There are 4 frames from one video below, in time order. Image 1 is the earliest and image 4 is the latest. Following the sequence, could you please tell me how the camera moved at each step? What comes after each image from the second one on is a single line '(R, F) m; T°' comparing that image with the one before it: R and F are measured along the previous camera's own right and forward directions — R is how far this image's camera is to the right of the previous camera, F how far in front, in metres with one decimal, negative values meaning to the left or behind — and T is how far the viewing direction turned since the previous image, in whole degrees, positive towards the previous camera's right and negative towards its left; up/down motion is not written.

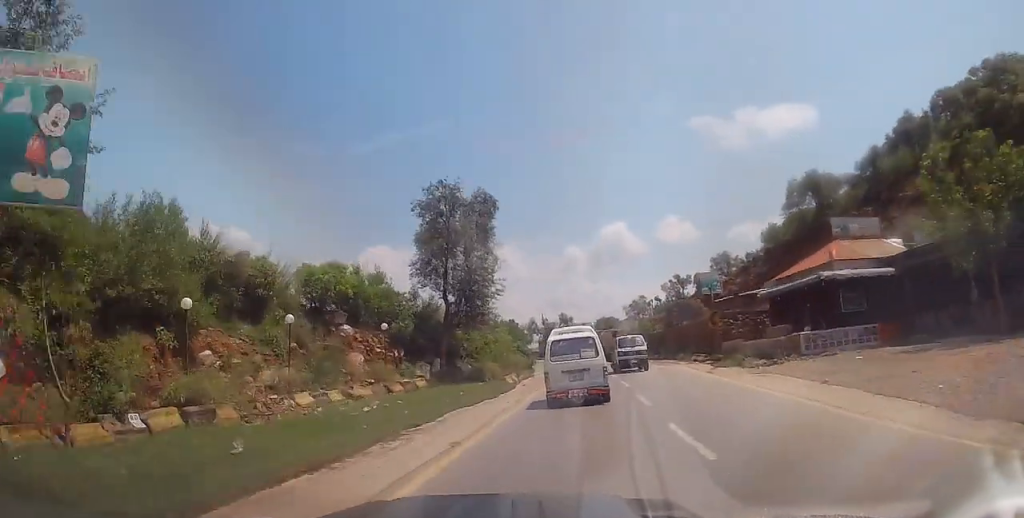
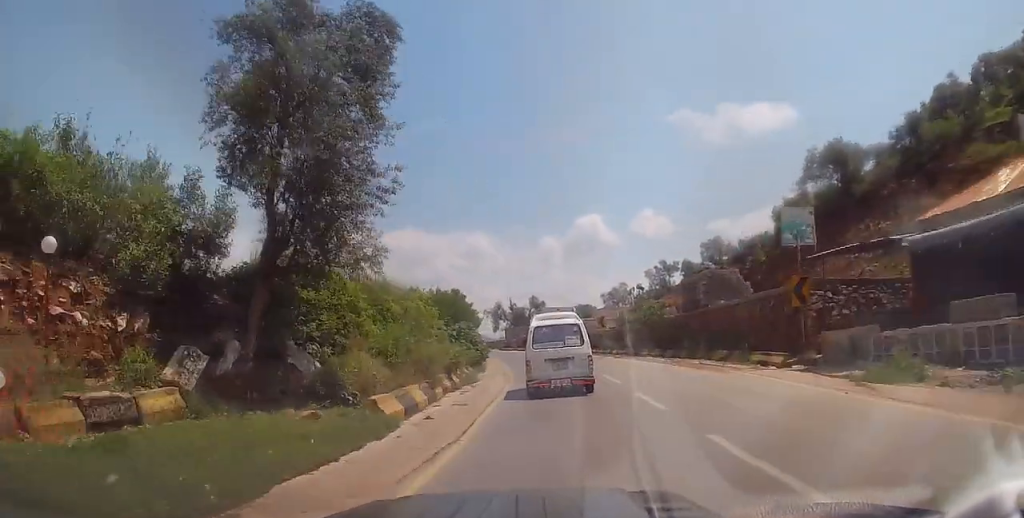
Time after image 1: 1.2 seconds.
(+0.4, +15.2) m; +4°
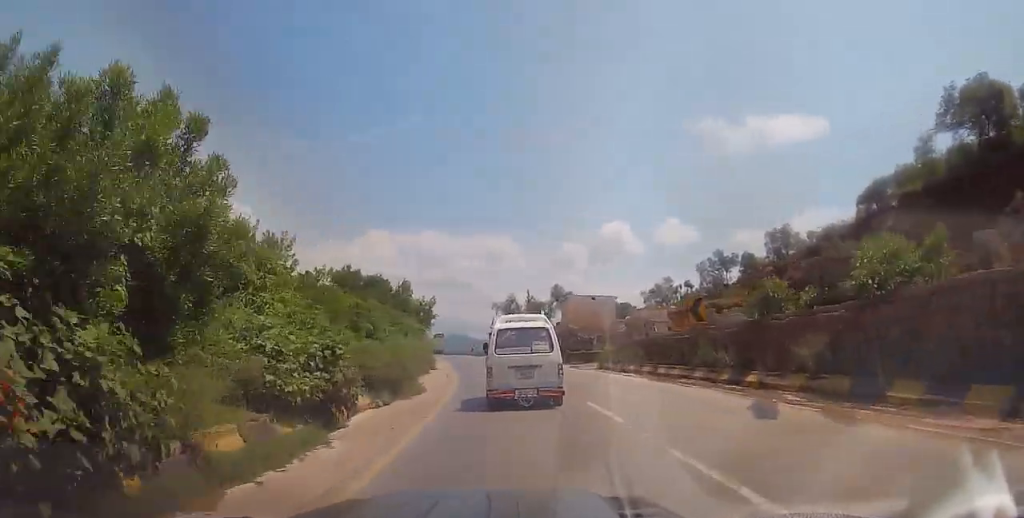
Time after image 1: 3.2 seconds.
(+0.4, +24.6) m; -3°
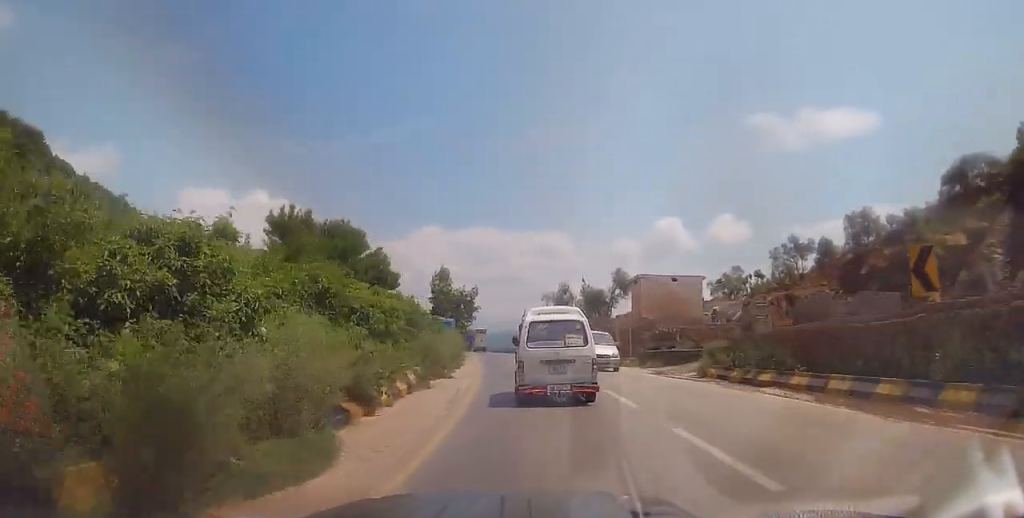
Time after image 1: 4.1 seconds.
(-0.4, +11.0) m; -3°
